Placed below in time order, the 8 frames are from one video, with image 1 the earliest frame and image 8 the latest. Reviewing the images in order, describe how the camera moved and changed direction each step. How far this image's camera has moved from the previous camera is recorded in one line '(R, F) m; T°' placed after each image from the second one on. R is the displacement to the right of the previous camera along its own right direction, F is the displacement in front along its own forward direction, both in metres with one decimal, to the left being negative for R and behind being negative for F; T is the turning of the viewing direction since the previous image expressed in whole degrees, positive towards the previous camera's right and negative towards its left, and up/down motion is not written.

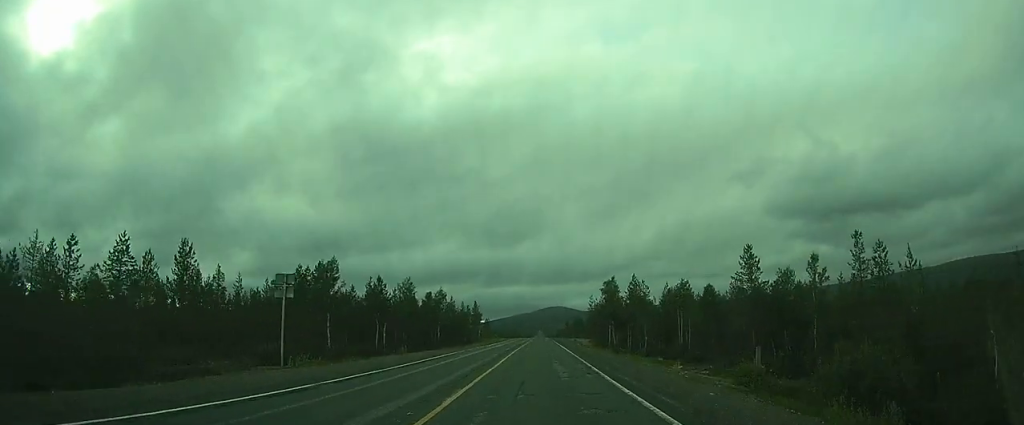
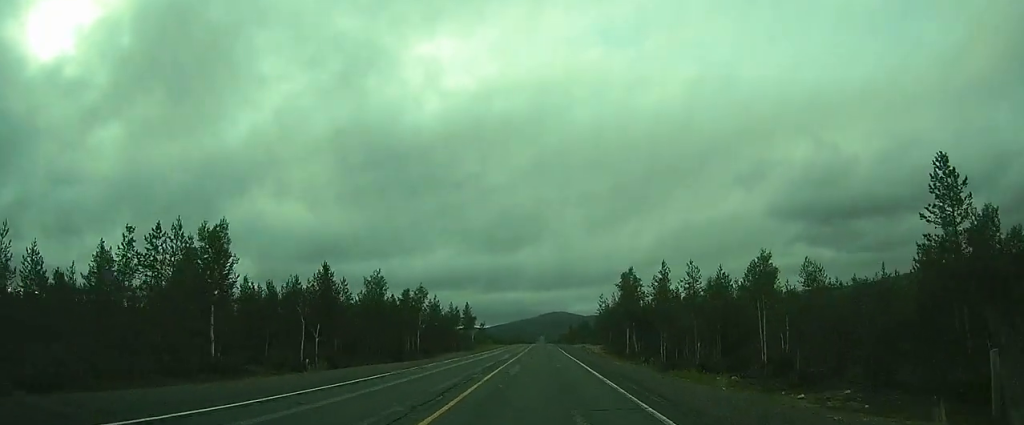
(+0.1, +17.4) m; 0°
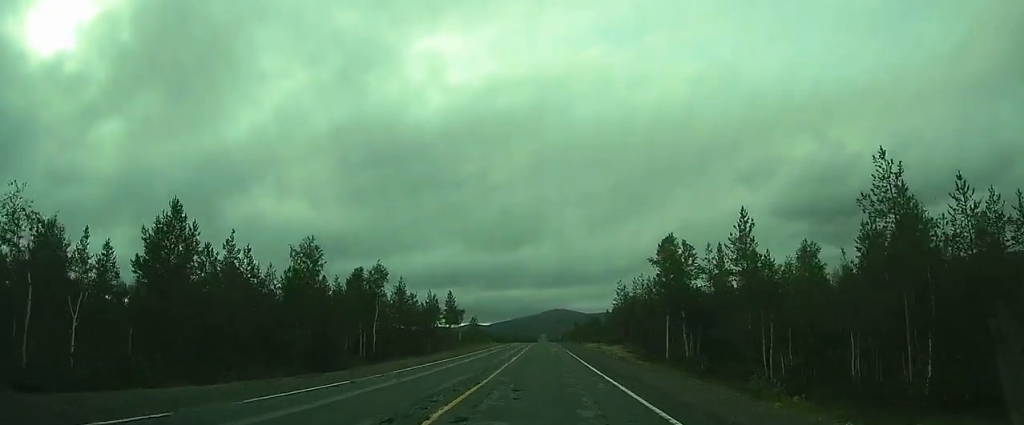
(0.0, +22.2) m; 0°
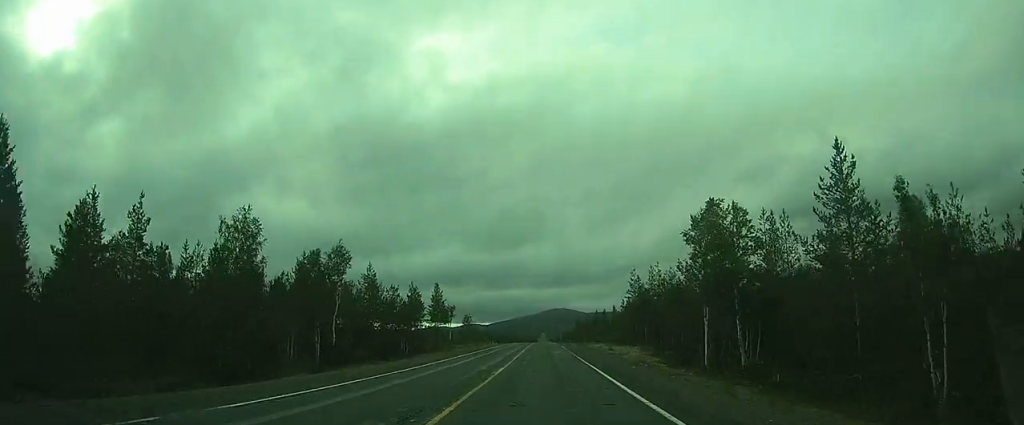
(0.0, +11.9) m; 0°
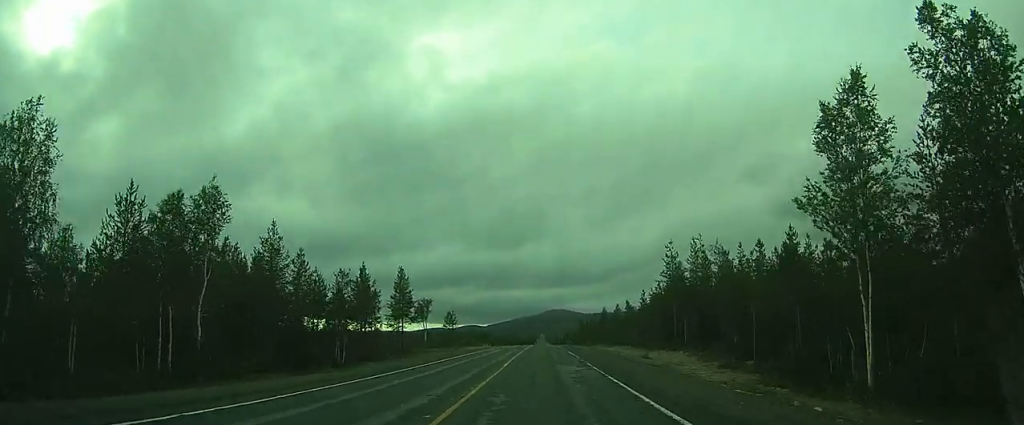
(0.0, +19.9) m; 0°
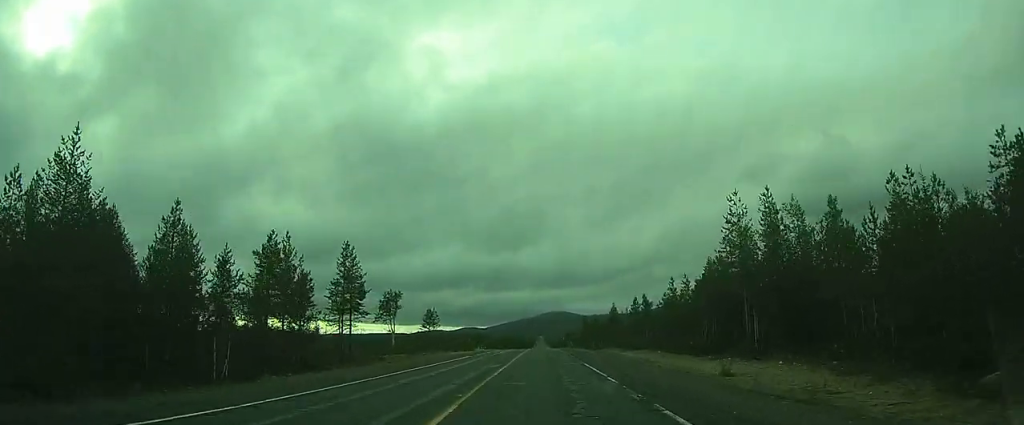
(0.0, +16.7) m; 0°
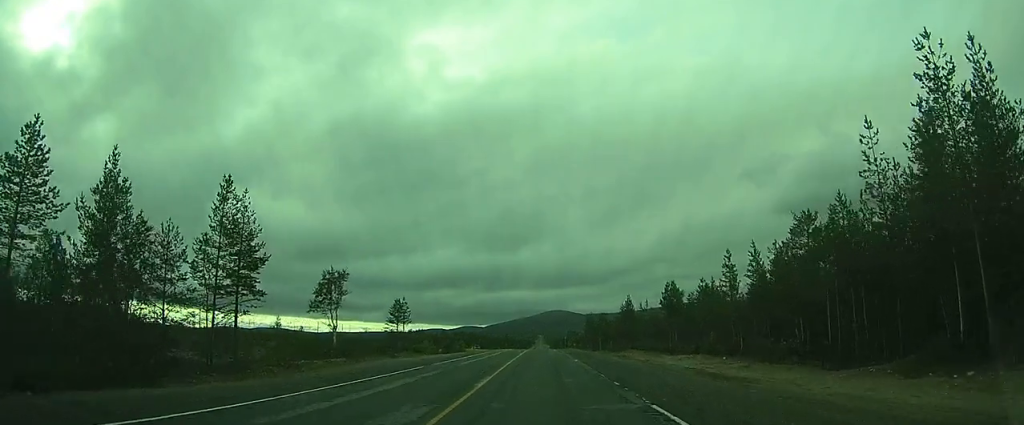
(0.0, +17.6) m; 0°
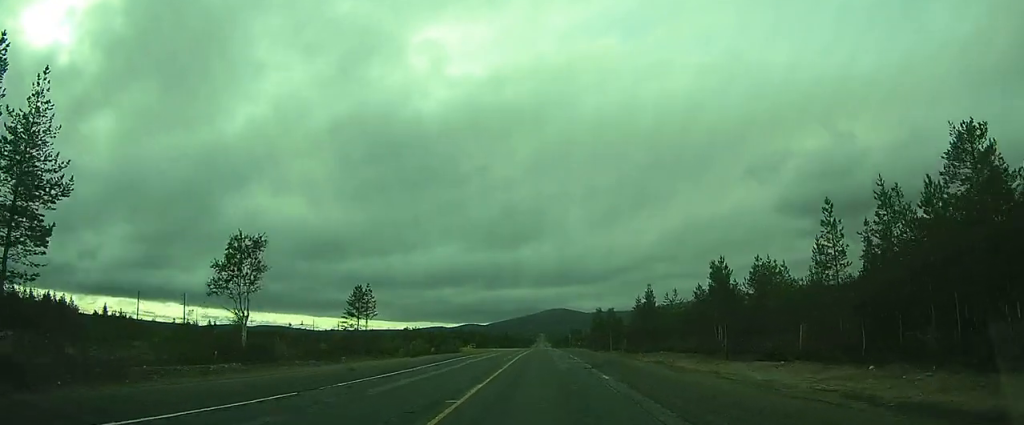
(0.0, +14.4) m; 0°
